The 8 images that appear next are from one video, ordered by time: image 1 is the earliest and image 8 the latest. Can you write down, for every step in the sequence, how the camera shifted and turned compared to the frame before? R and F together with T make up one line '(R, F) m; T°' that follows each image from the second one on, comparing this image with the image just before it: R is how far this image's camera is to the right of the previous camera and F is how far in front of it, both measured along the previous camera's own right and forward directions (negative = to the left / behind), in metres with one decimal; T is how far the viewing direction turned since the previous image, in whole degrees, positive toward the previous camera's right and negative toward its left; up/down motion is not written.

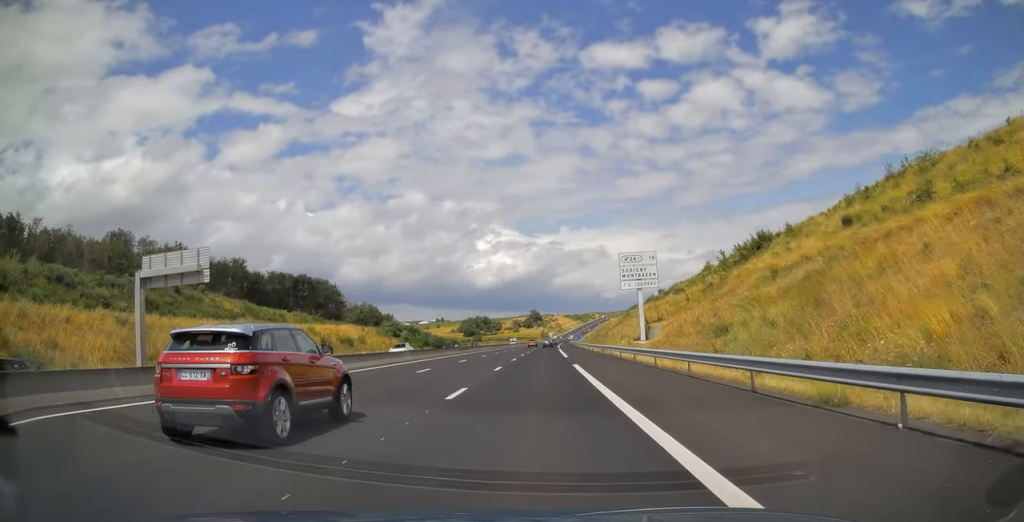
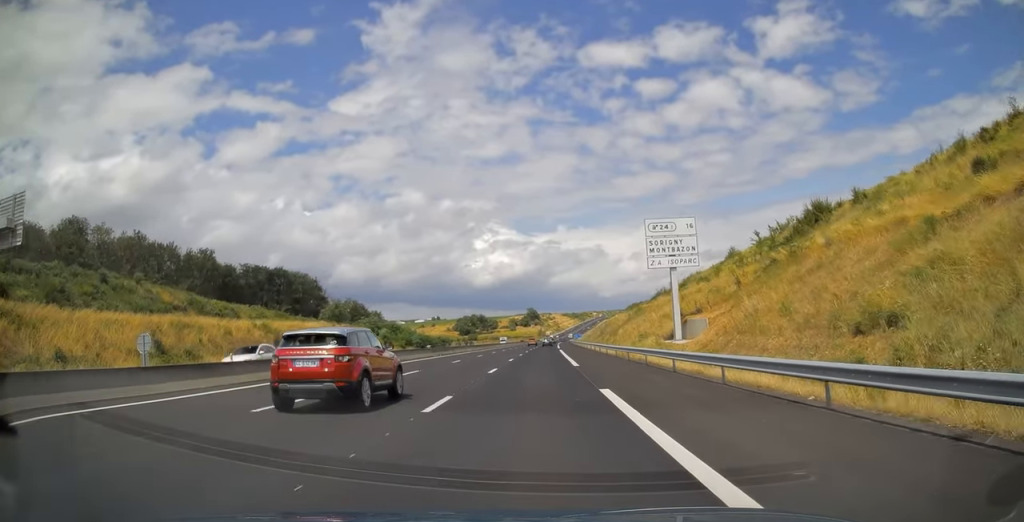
(0.0, +15.7) m; 0°
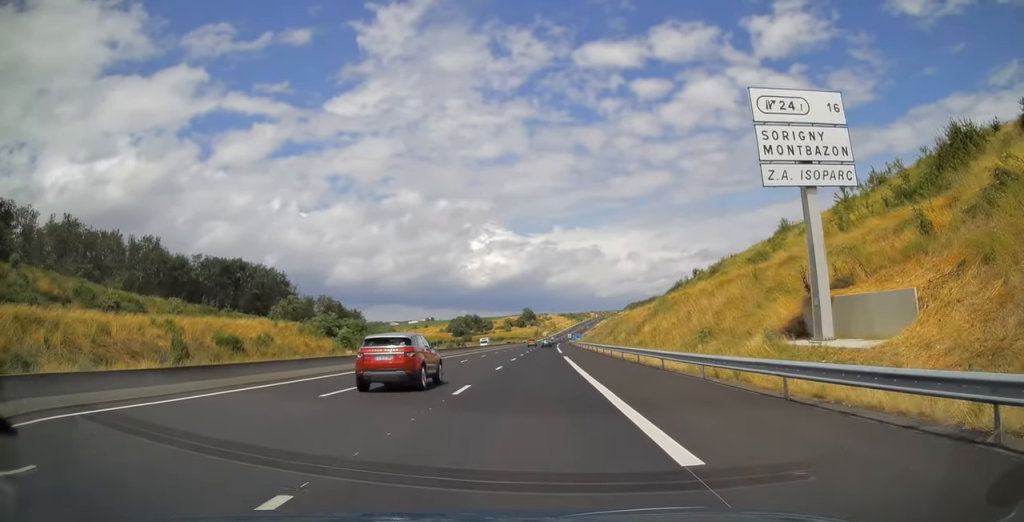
(+0.2, +22.2) m; 0°
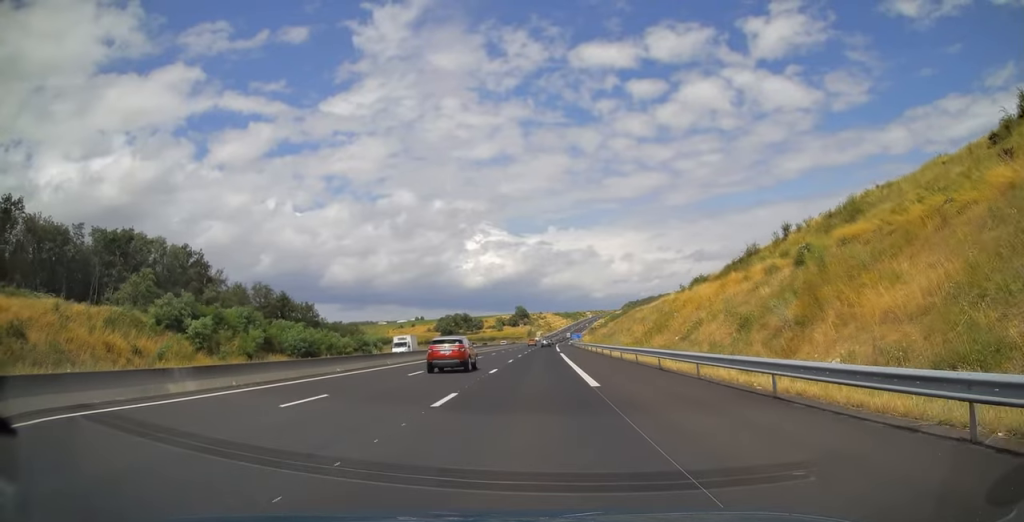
(+0.1, +41.8) m; 0°
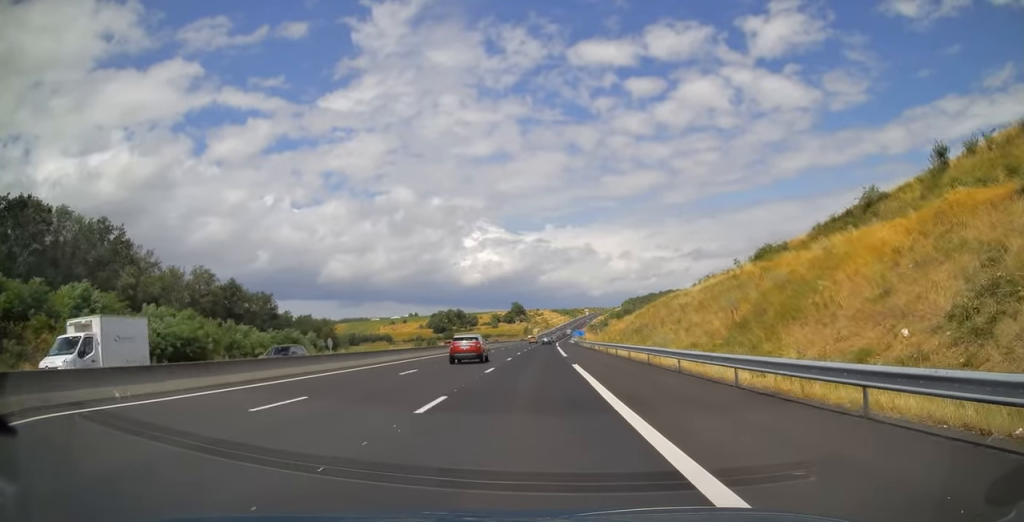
(+0.2, +27.6) m; +1°
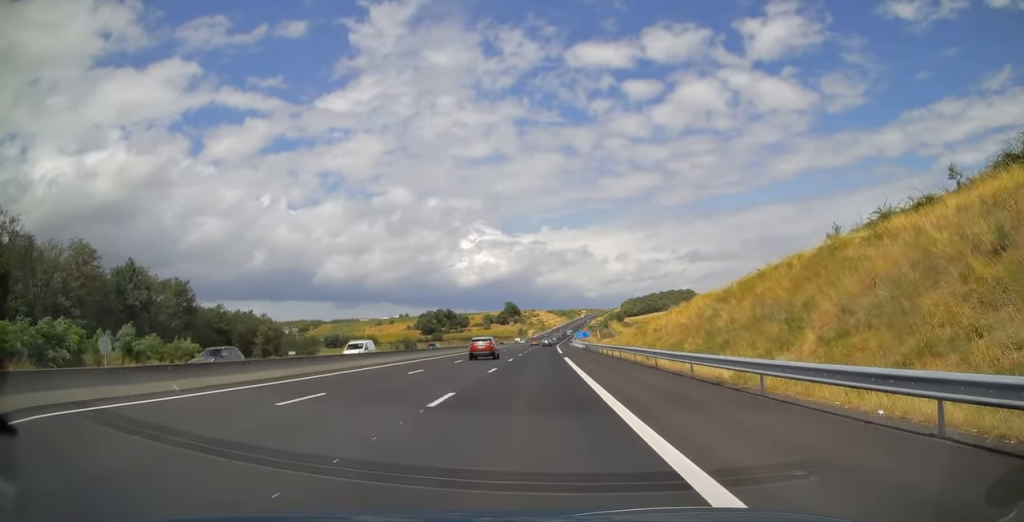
(+0.2, +37.9) m; 0°
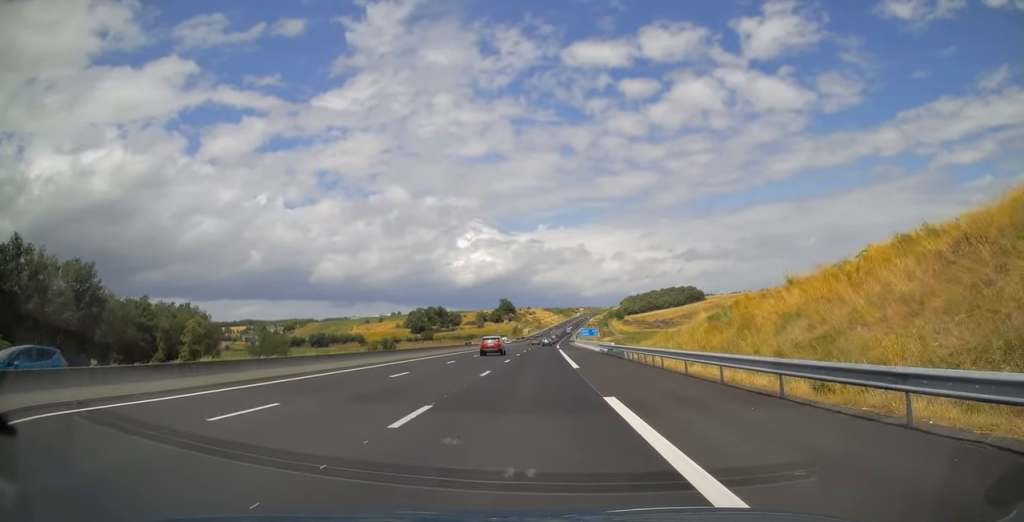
(+0.1, +29.3) m; 0°
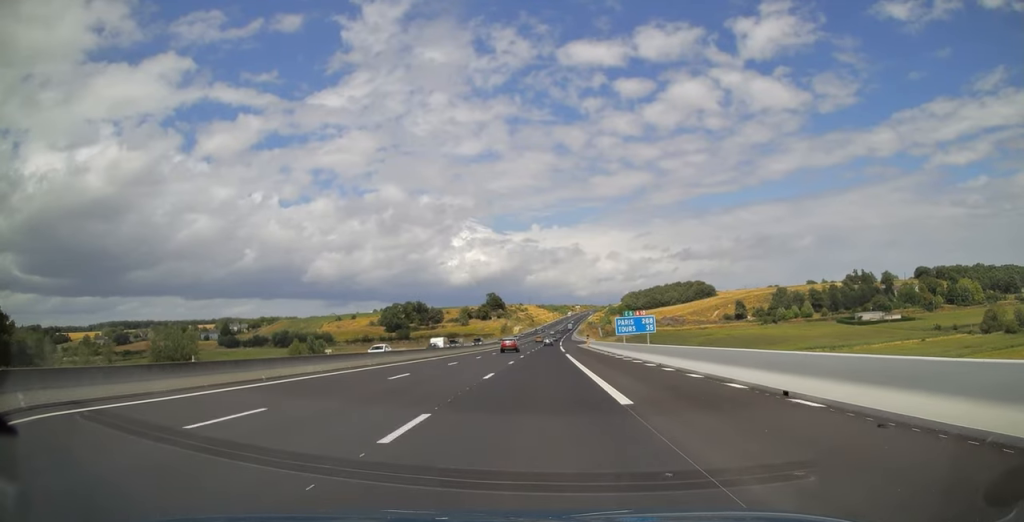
(+0.3, +66.7) m; +1°
